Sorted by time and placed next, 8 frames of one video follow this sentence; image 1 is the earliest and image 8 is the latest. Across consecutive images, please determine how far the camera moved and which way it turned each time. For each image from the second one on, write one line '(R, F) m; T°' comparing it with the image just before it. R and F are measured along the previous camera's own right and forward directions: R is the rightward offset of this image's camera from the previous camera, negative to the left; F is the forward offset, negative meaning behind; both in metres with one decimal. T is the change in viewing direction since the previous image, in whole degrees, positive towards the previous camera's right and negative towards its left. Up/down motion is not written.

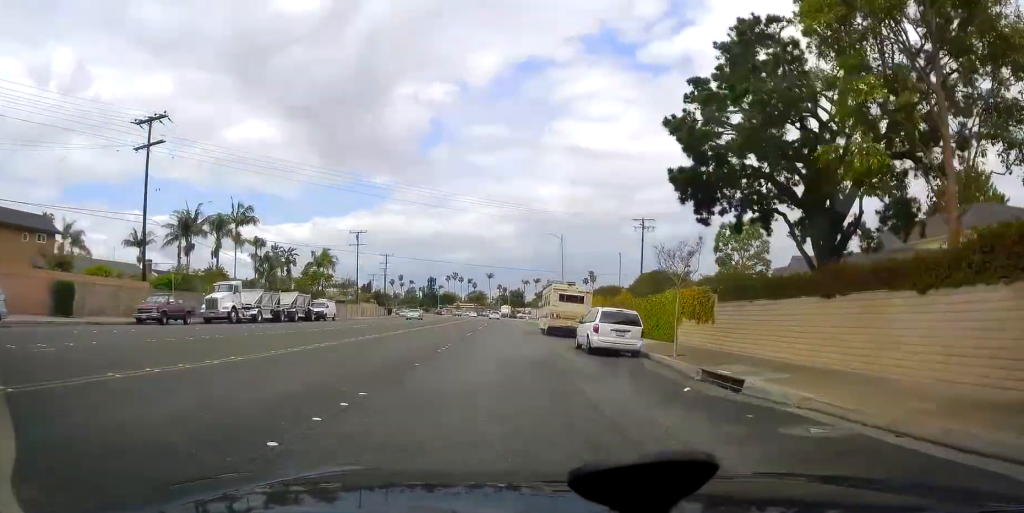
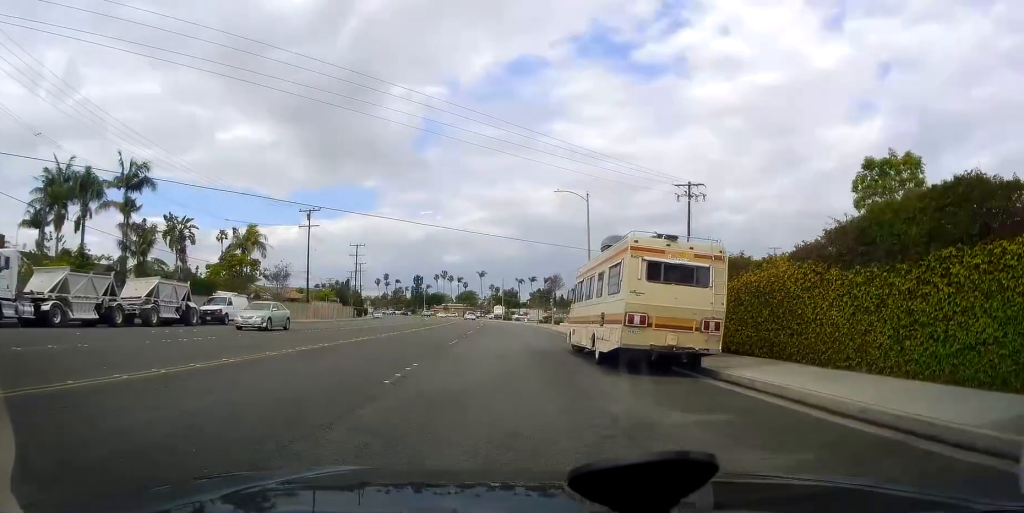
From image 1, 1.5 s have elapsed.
(+0.6, +22.7) m; +2°
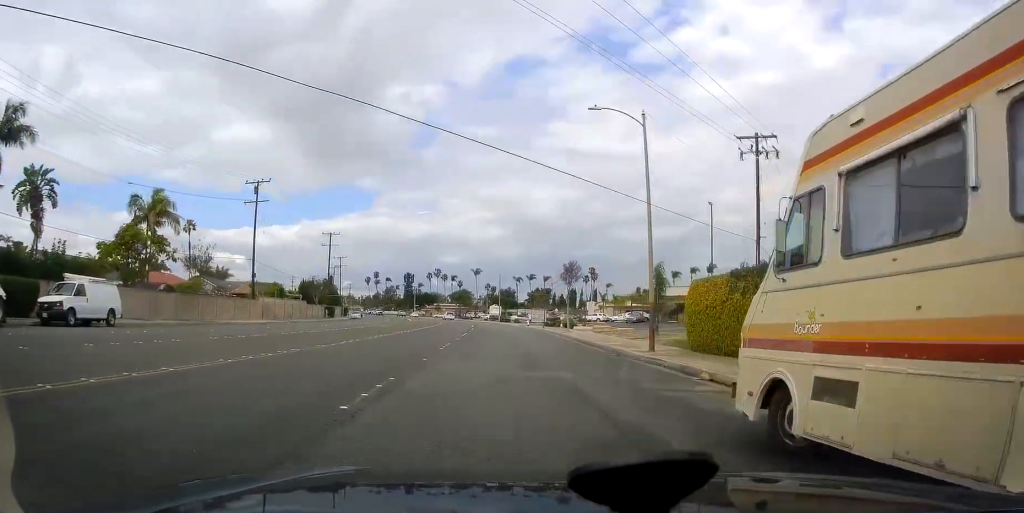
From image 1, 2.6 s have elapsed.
(-0.2, +17.0) m; 0°
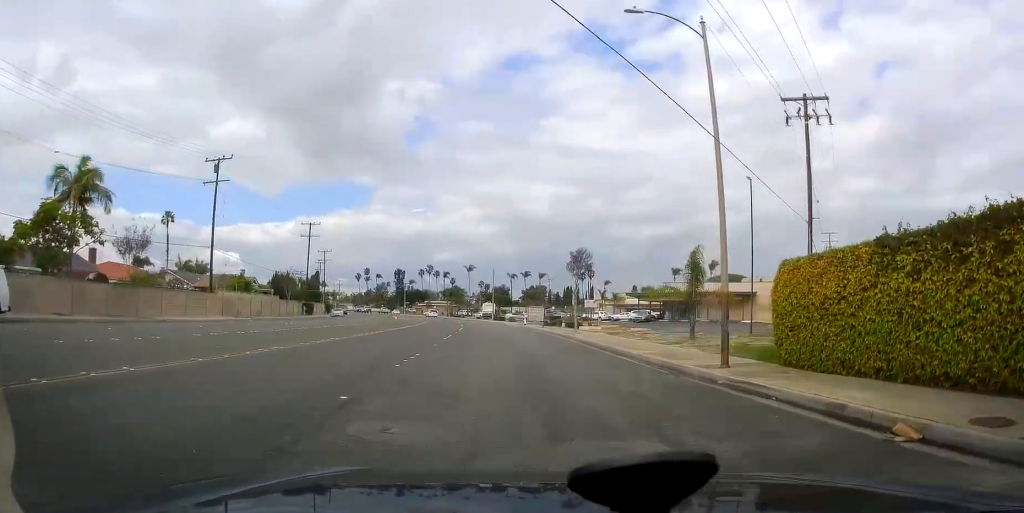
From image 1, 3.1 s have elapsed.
(+0.2, +8.4) m; 0°
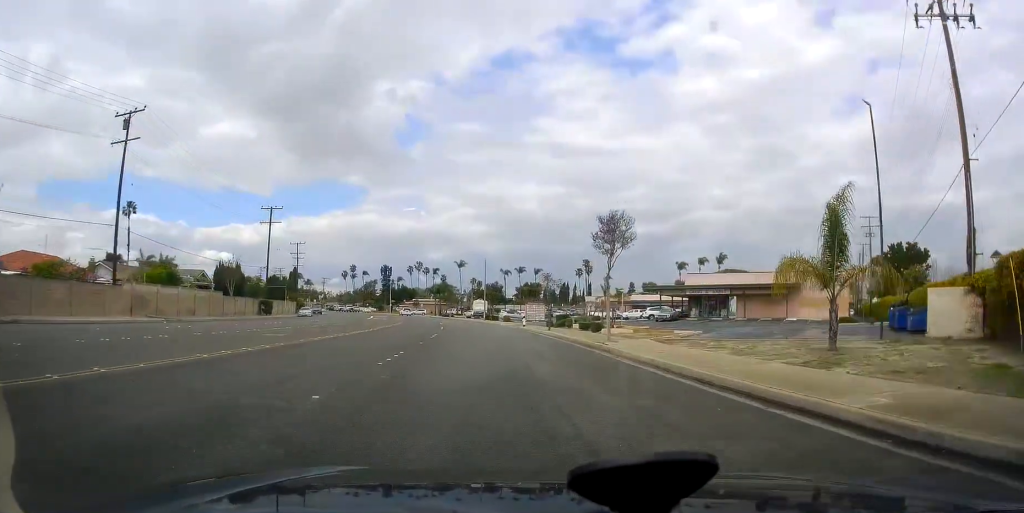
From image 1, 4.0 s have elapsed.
(-0.2, +14.2) m; -1°
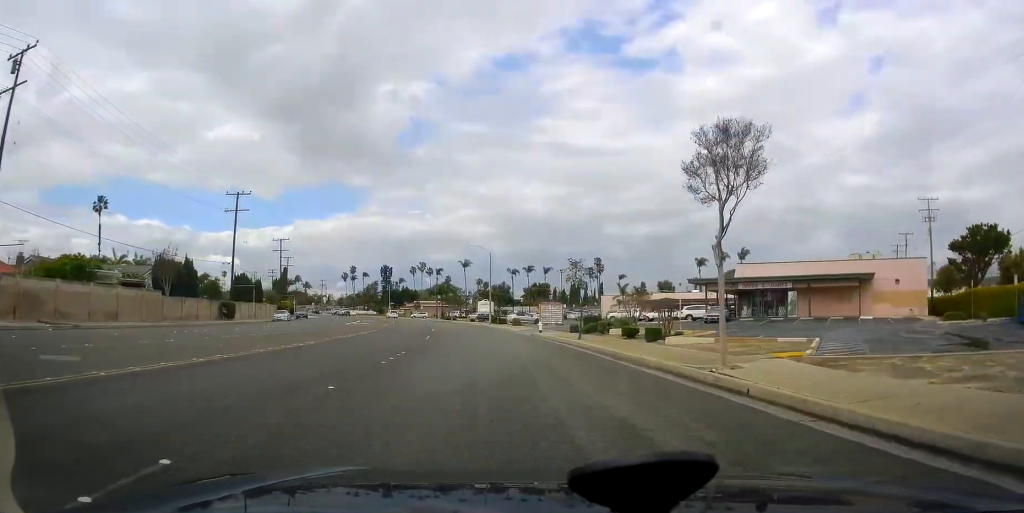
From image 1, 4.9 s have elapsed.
(-0.1, +13.0) m; 0°
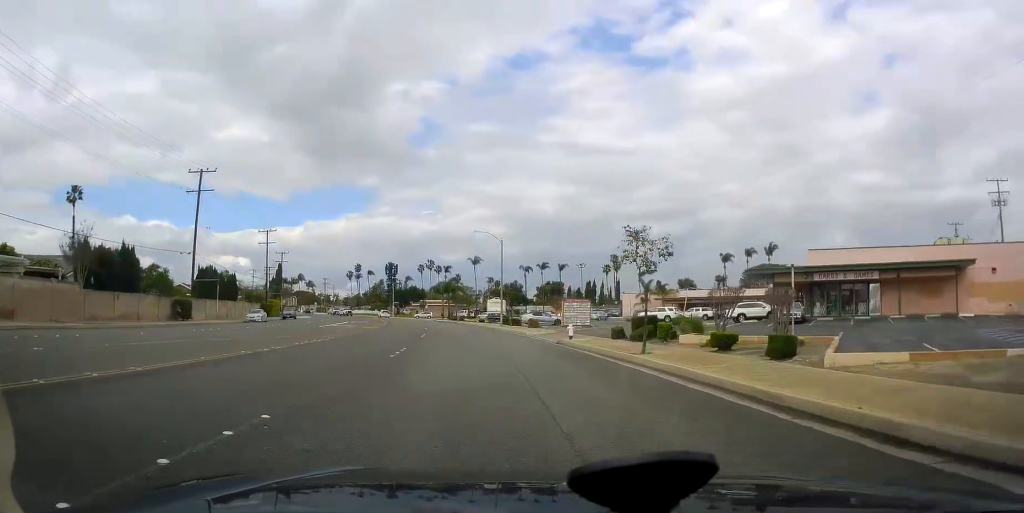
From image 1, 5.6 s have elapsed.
(+0.1, +11.9) m; 0°
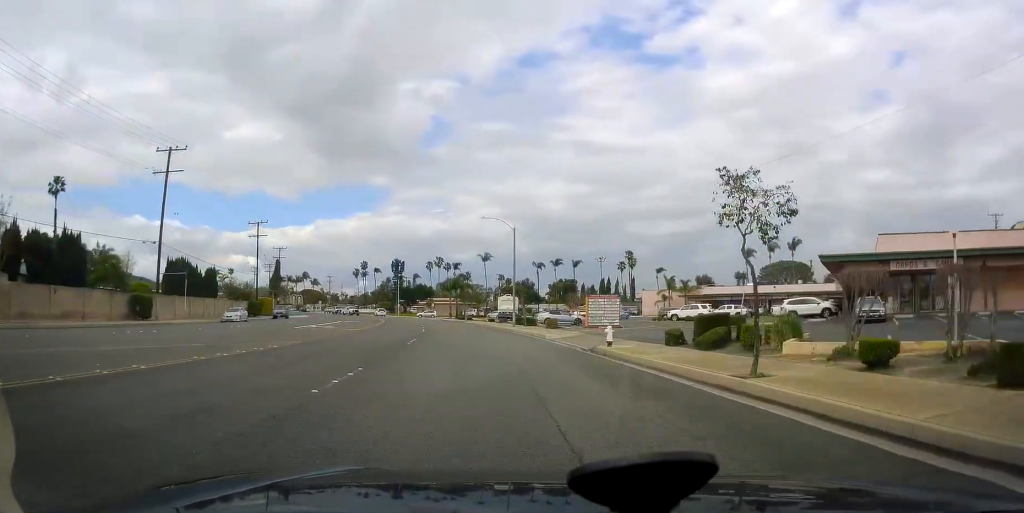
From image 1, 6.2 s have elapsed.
(+0.3, +8.2) m; -1°
